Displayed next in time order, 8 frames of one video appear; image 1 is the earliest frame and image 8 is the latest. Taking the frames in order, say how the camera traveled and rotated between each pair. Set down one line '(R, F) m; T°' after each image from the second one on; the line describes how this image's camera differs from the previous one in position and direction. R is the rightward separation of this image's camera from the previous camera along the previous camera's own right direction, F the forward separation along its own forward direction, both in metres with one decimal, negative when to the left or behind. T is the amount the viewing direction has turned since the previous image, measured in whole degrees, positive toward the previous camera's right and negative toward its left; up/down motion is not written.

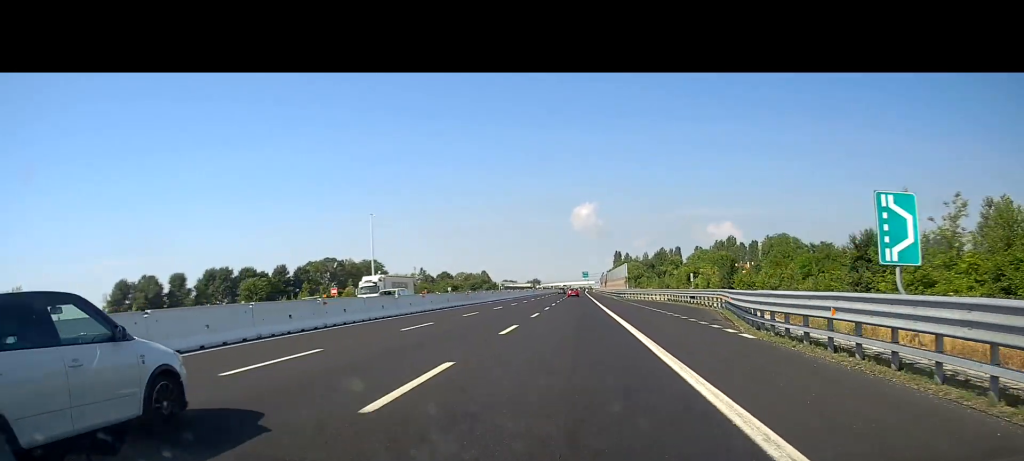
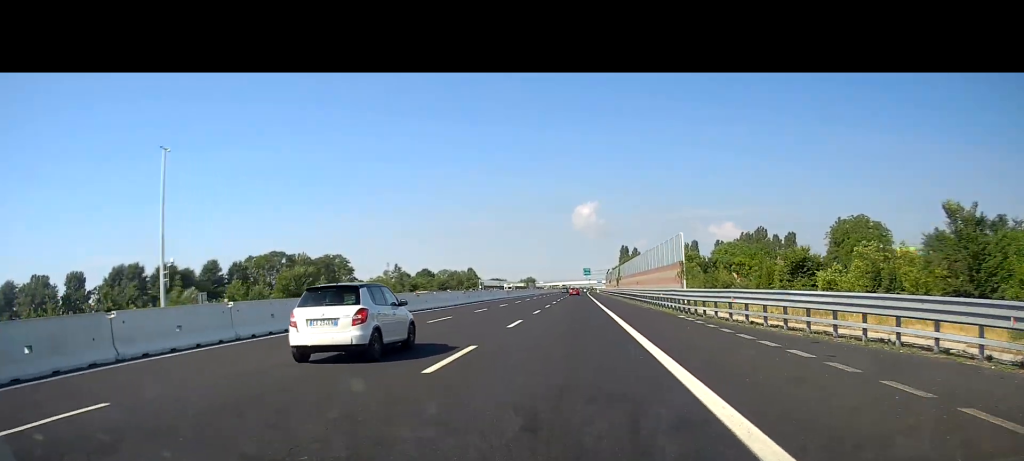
(-0.1, +54.9) m; 0°
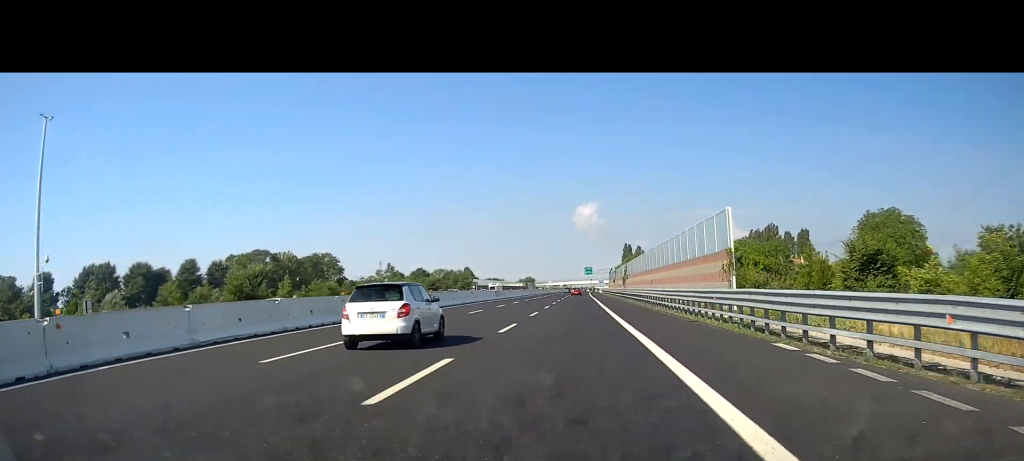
(0.0, +14.0) m; 0°
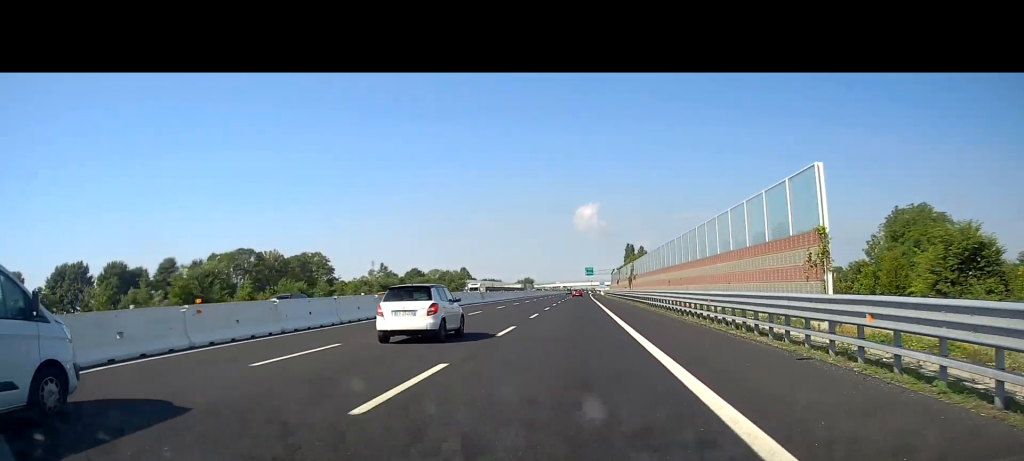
(0.0, +12.2) m; 0°
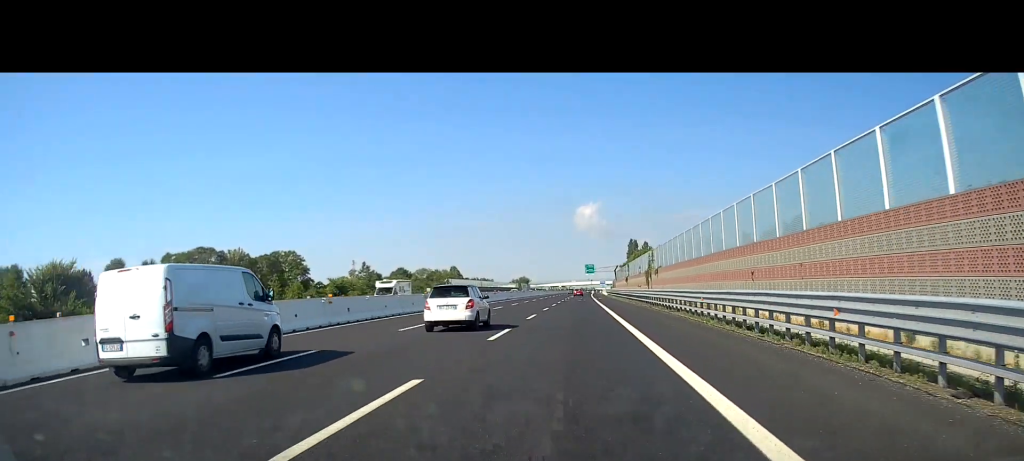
(0.0, +25.3) m; 0°
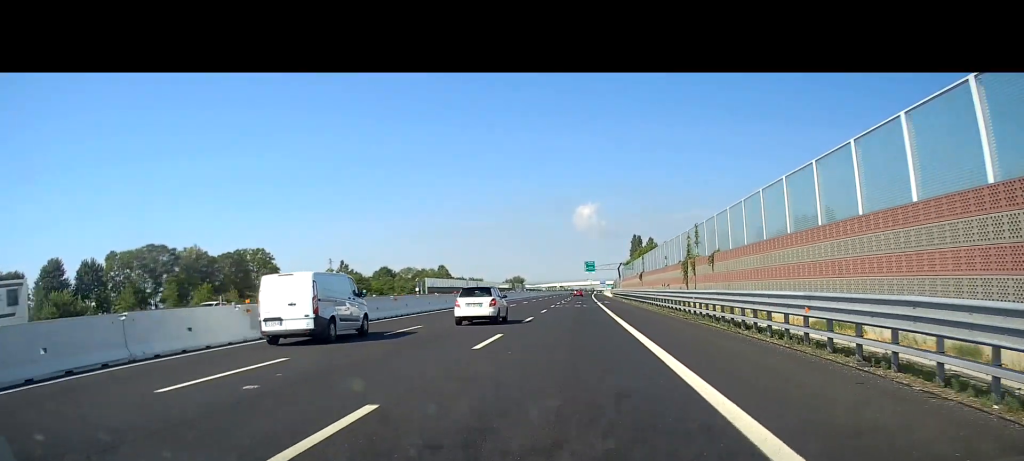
(0.0, +25.2) m; +1°
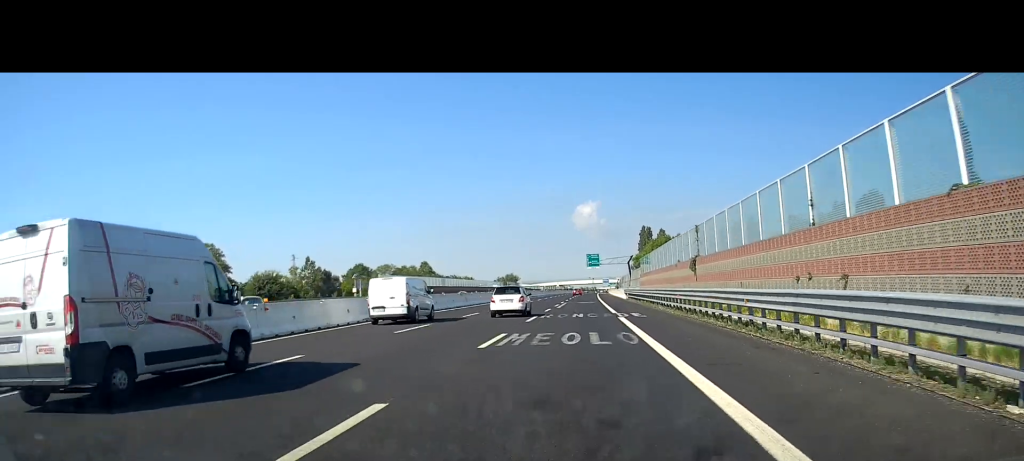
(+0.3, +34.7) m; 0°
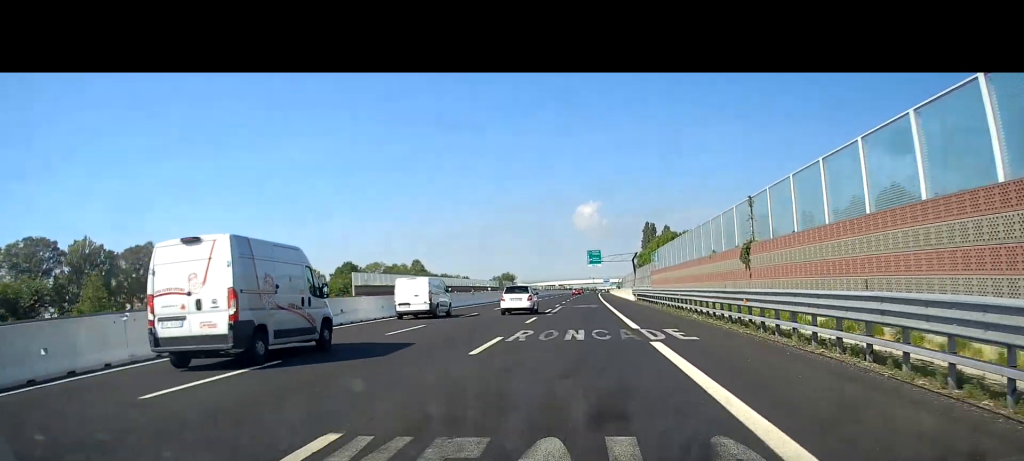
(-0.1, +13.0) m; 0°
